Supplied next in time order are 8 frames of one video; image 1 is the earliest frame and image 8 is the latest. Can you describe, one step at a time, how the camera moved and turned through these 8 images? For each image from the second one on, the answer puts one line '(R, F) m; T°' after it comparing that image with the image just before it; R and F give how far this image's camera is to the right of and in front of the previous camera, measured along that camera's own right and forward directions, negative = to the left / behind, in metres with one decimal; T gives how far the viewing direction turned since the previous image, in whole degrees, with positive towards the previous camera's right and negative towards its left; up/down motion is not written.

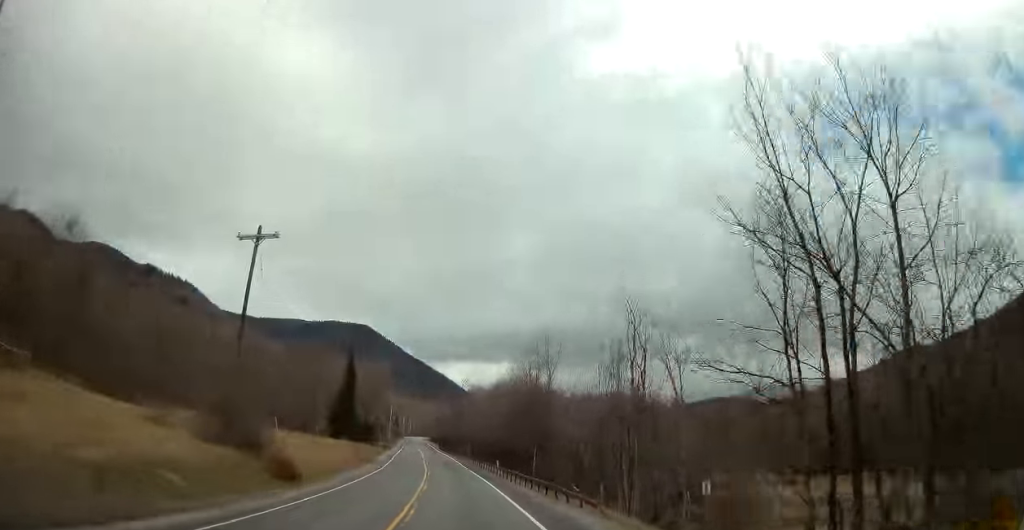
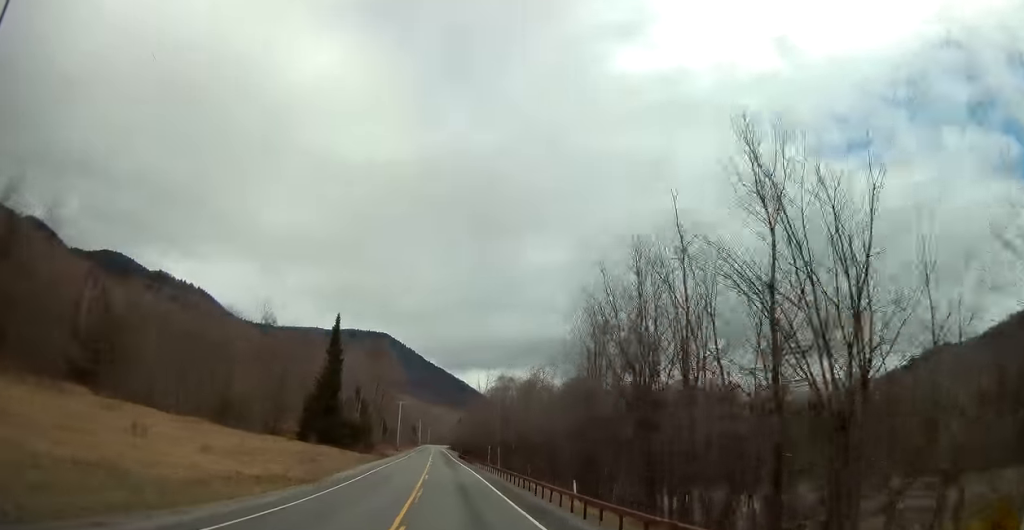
(-0.7, +30.3) m; -2°
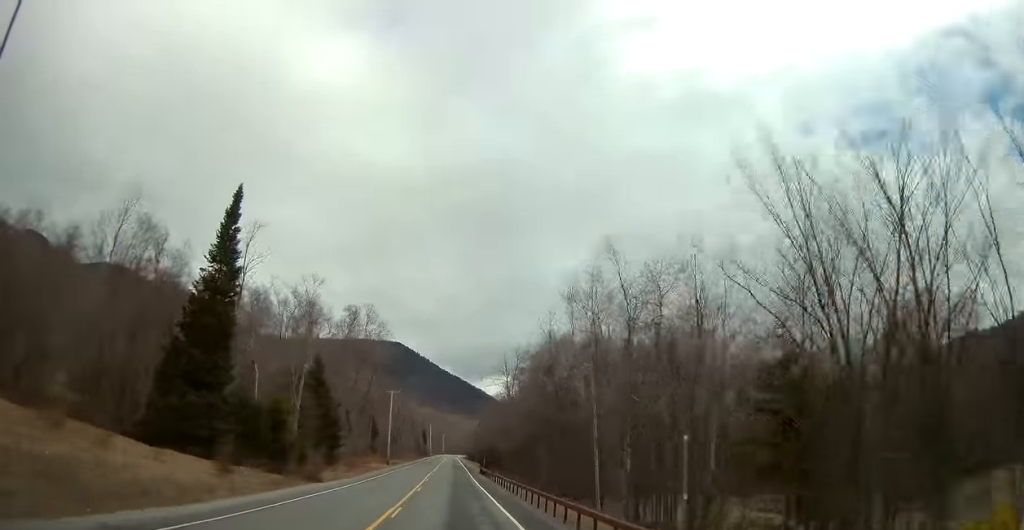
(-0.4, +43.6) m; -1°
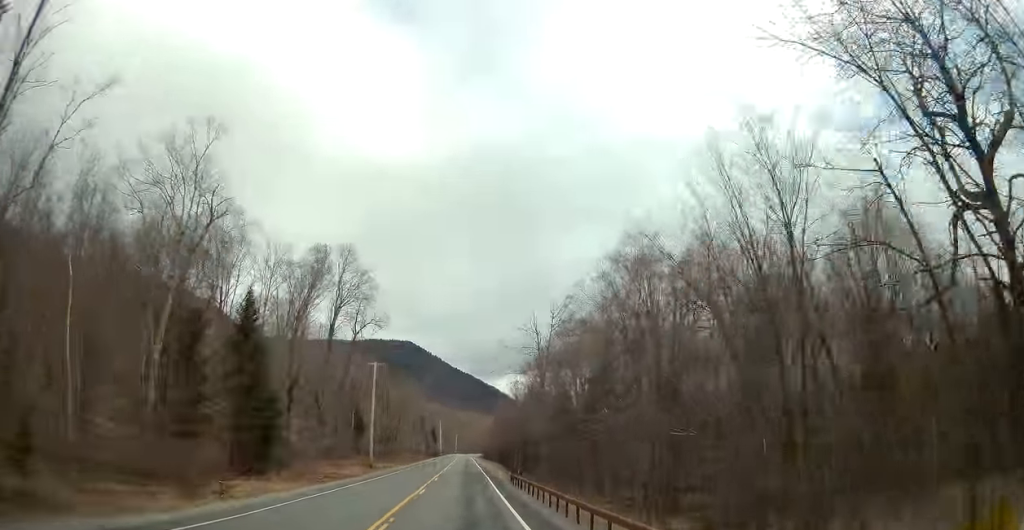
(-0.4, +28.5) m; -1°
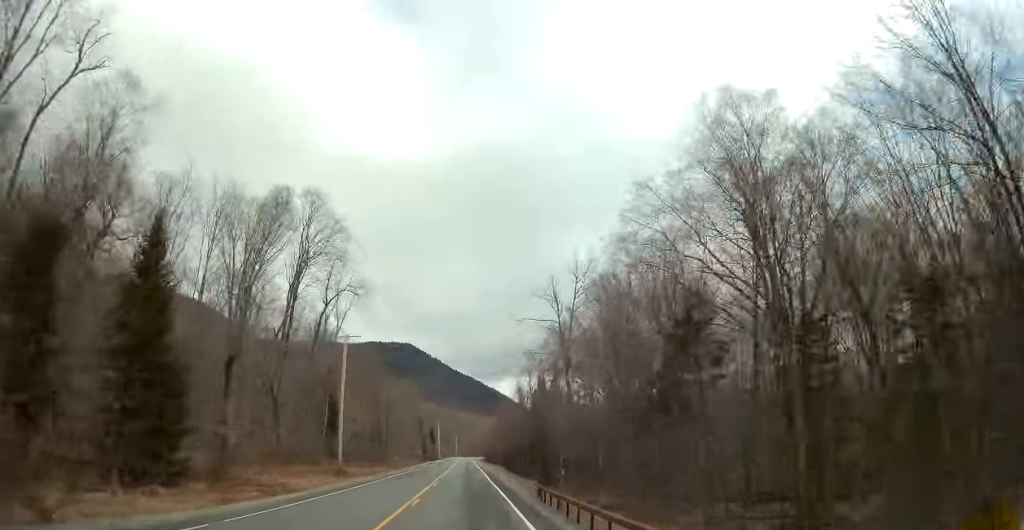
(-0.1, +16.1) m; 0°
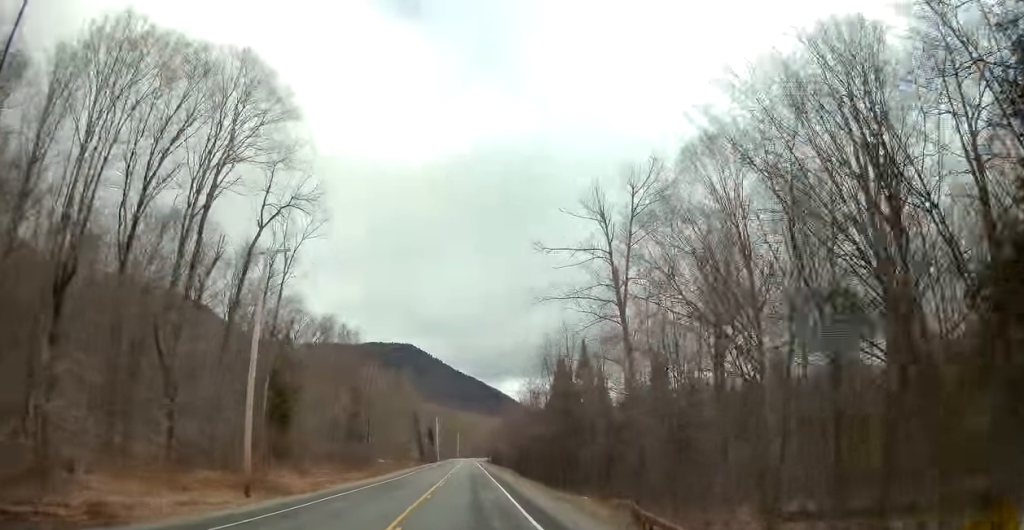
(0.0, +20.7) m; 0°
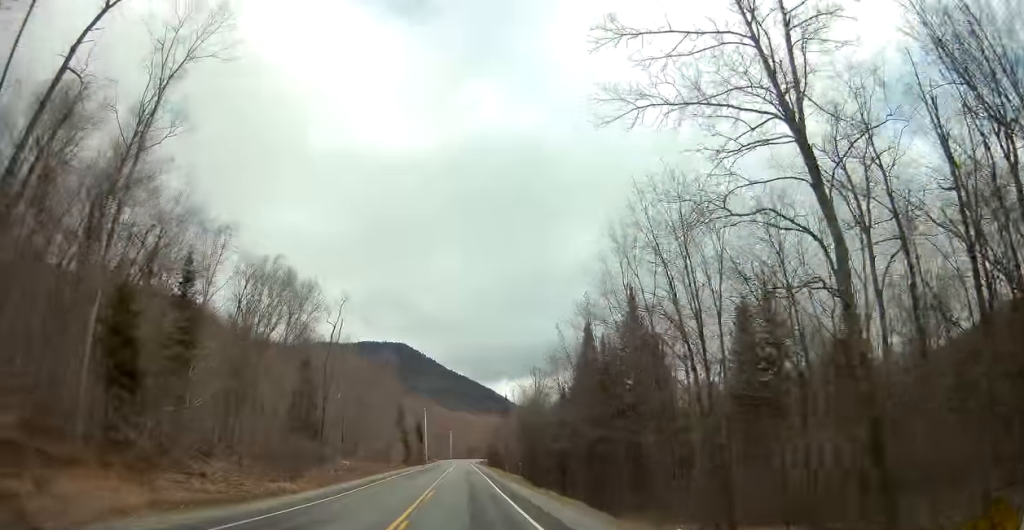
(+0.1, +22.5) m; 0°
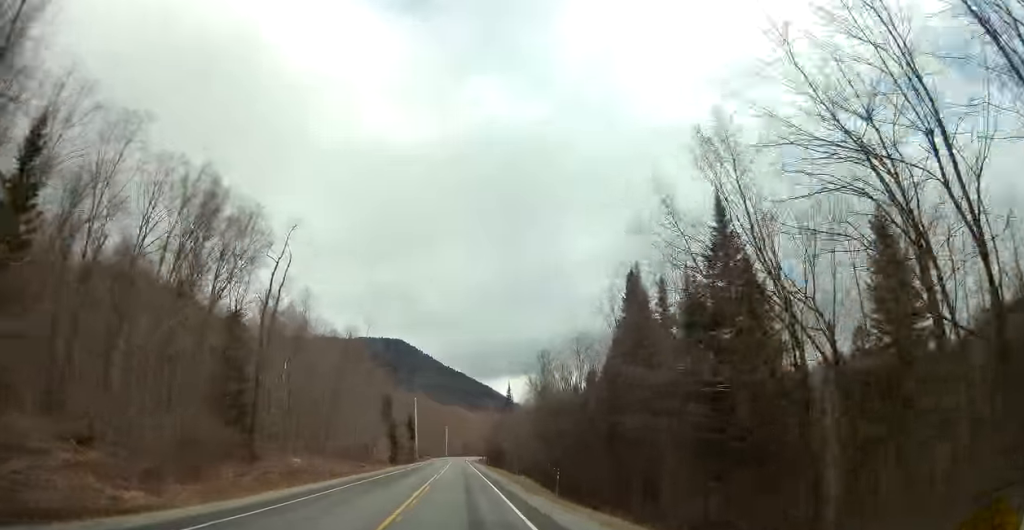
(0.0, +18.0) m; 0°
